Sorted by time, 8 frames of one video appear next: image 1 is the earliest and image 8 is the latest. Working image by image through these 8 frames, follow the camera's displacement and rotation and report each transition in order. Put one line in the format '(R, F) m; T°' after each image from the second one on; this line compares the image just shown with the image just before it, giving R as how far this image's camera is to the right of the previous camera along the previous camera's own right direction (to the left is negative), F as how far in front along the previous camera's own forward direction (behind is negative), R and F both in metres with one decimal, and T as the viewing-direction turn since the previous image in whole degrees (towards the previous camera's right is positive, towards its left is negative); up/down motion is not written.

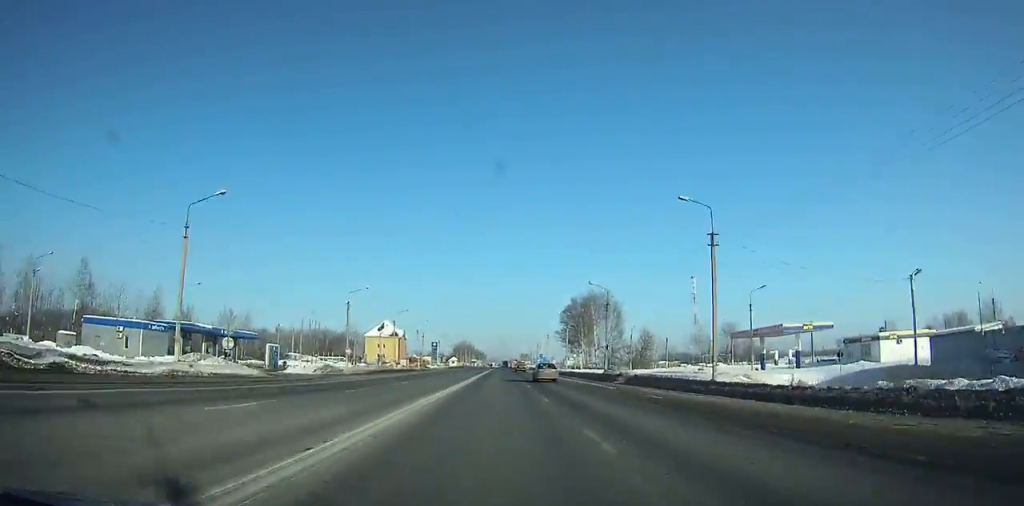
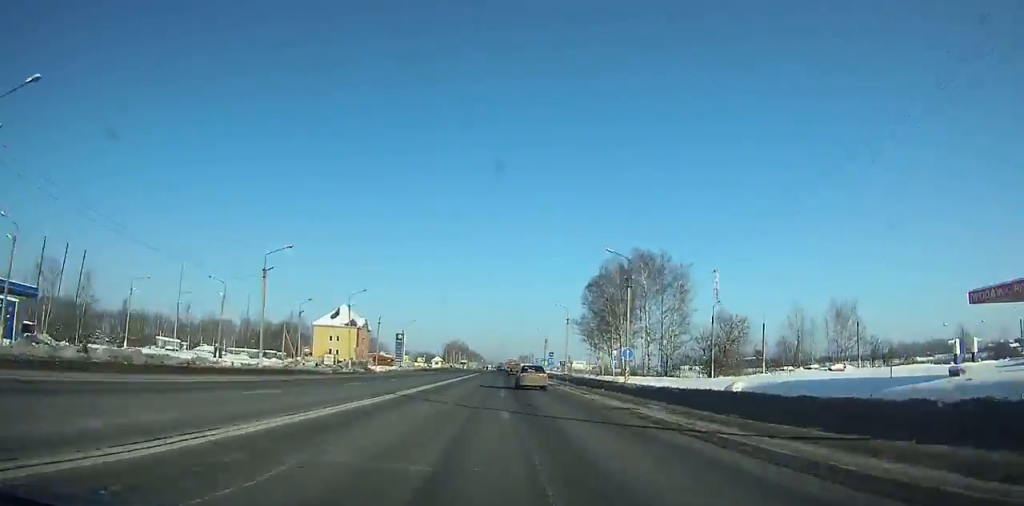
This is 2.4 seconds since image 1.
(+0.1, +48.1) m; 0°
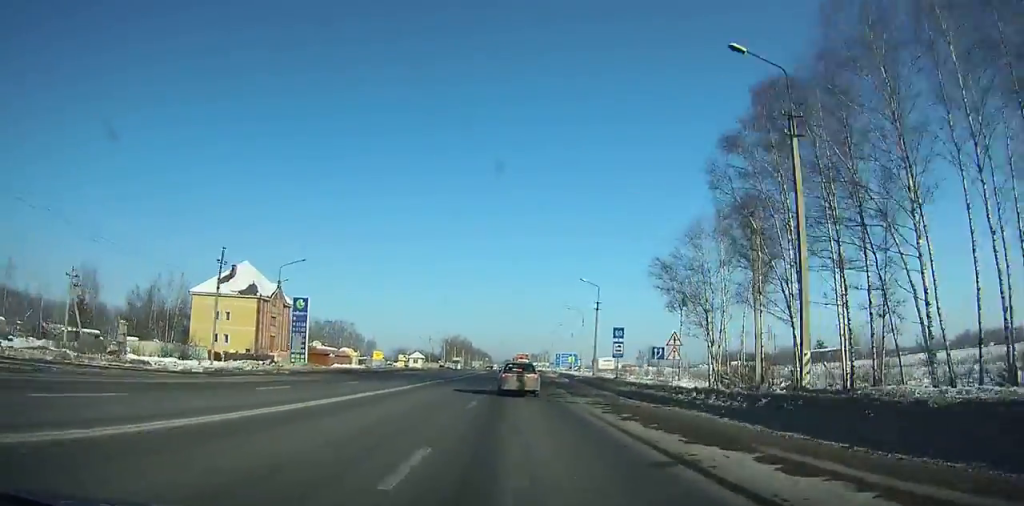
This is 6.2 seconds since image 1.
(-0.2, +62.8) m; -1°
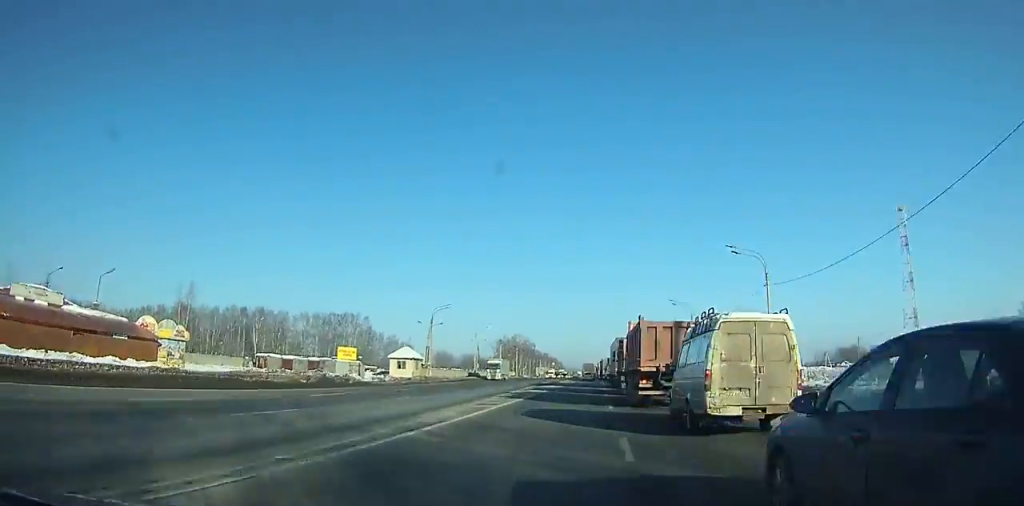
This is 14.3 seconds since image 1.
(-1.9, +83.0) m; 0°
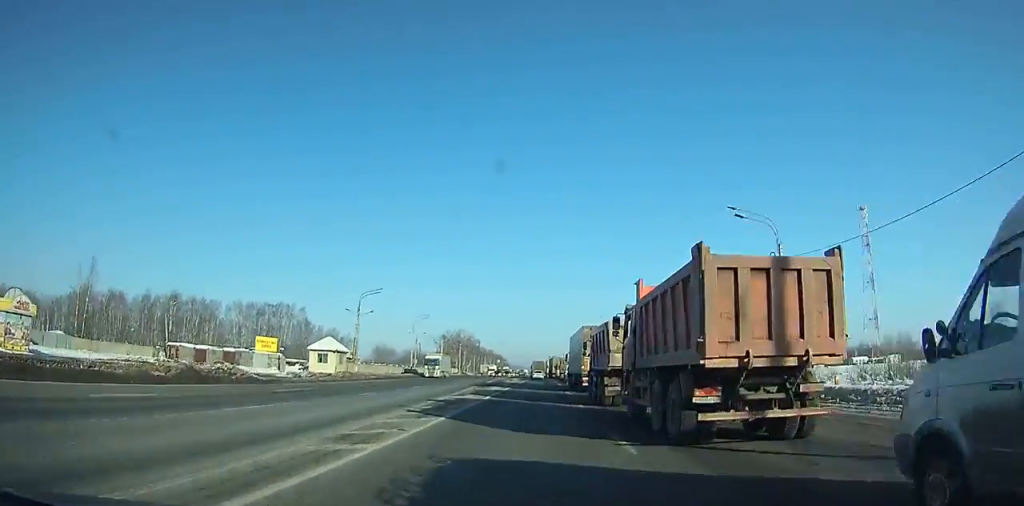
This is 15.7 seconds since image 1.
(+0.1, +12.4) m; +1°
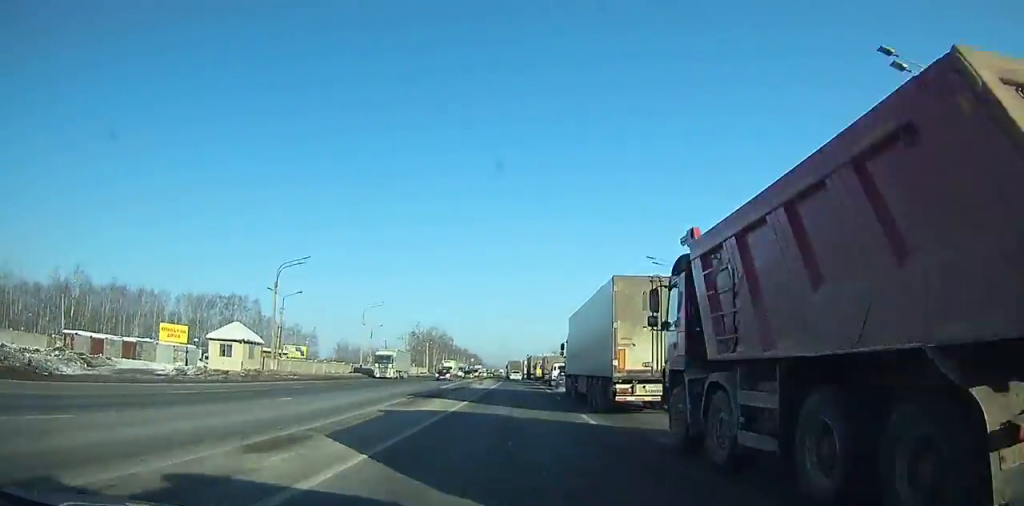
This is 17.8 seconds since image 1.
(+0.6, +19.0) m; +2°
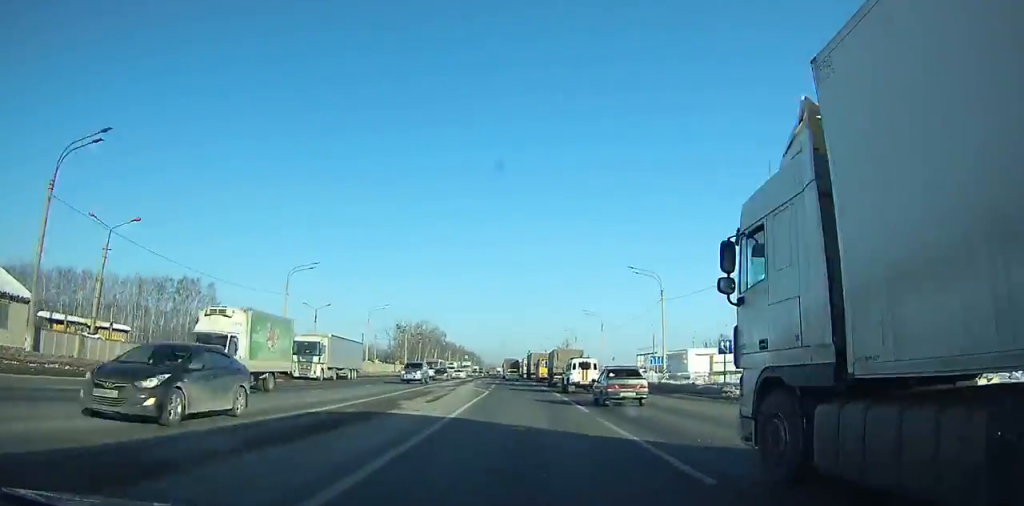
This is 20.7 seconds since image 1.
(0.0, +28.7) m; 0°
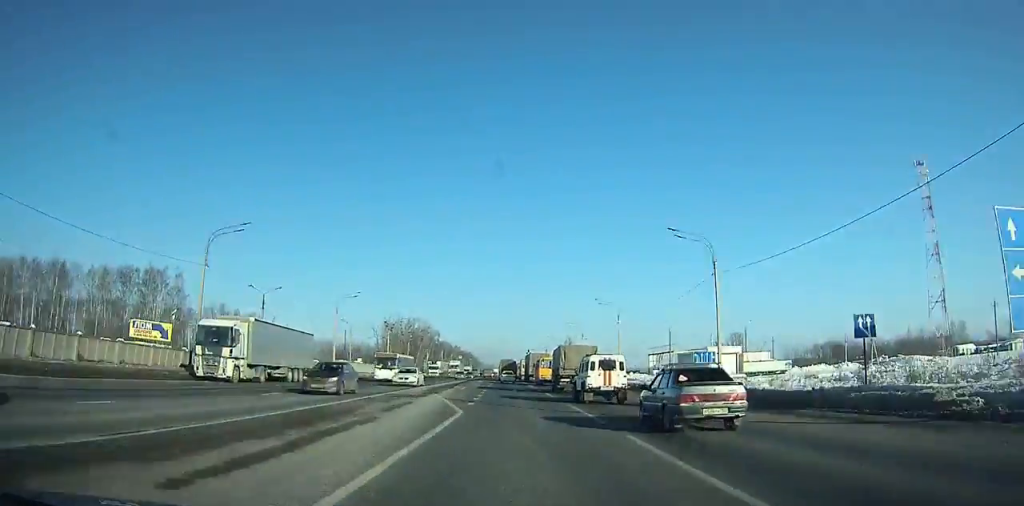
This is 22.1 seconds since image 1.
(0.0, +15.1) m; 0°
